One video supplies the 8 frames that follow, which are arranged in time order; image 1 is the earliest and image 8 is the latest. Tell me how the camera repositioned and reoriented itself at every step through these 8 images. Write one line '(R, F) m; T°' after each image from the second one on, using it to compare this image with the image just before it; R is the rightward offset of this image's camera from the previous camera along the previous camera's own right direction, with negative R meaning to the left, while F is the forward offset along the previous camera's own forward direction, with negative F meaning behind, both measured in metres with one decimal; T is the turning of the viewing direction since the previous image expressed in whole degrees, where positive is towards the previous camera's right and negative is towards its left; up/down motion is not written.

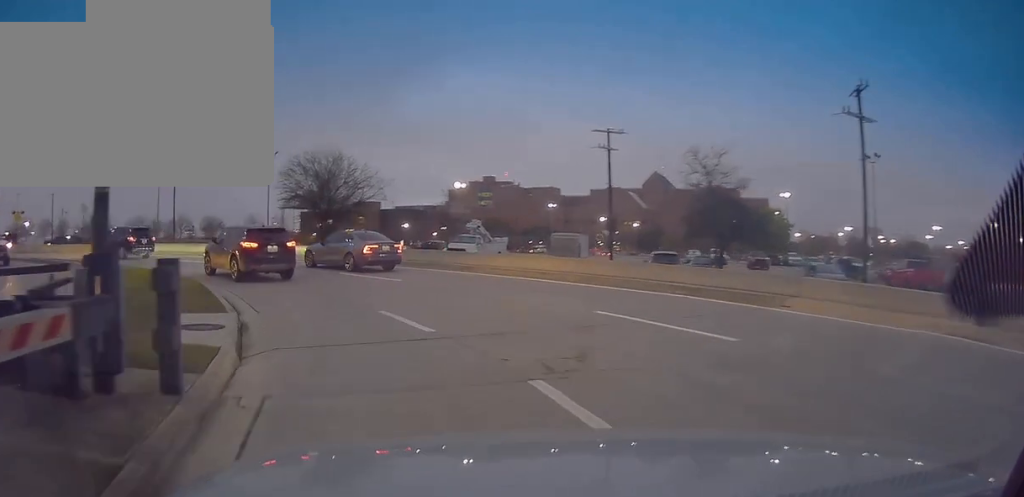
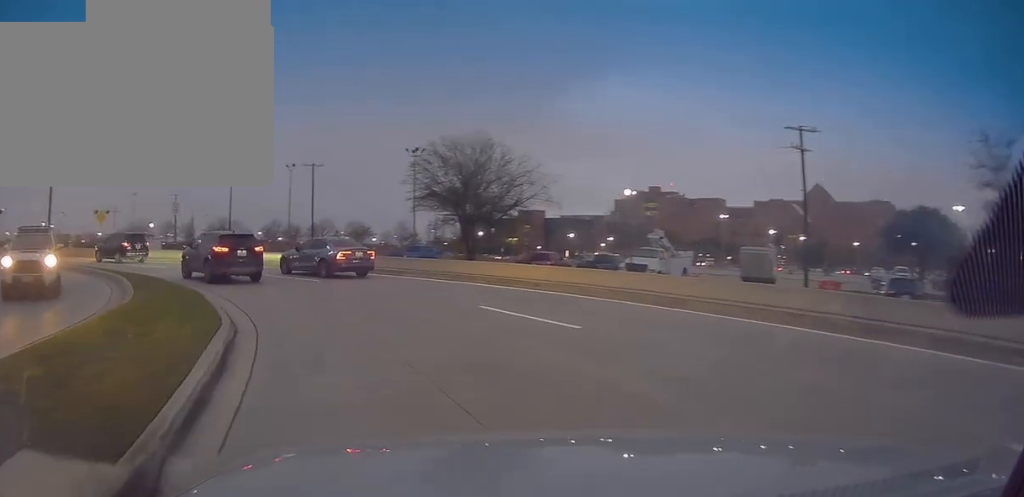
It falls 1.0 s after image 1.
(-2.5, +7.8) m; -18°
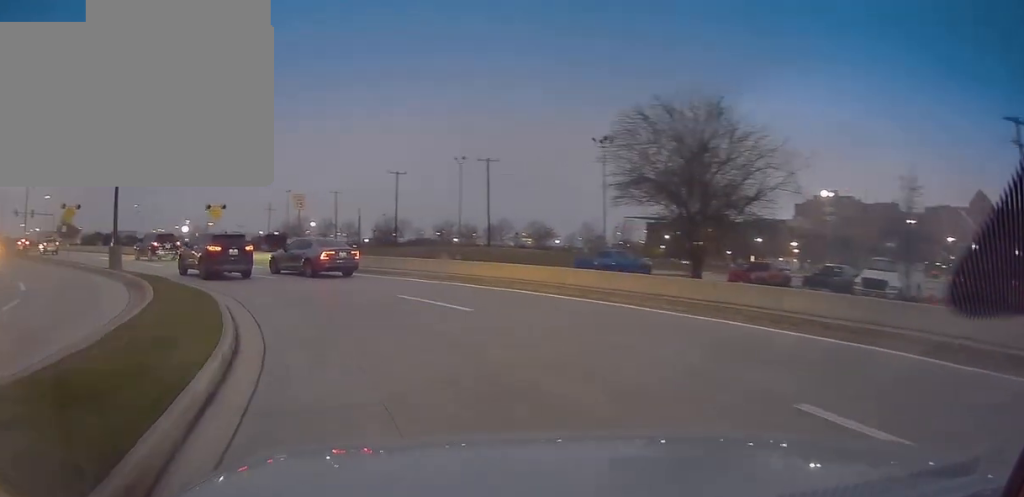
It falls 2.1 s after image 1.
(-0.1, +8.5) m; -3°
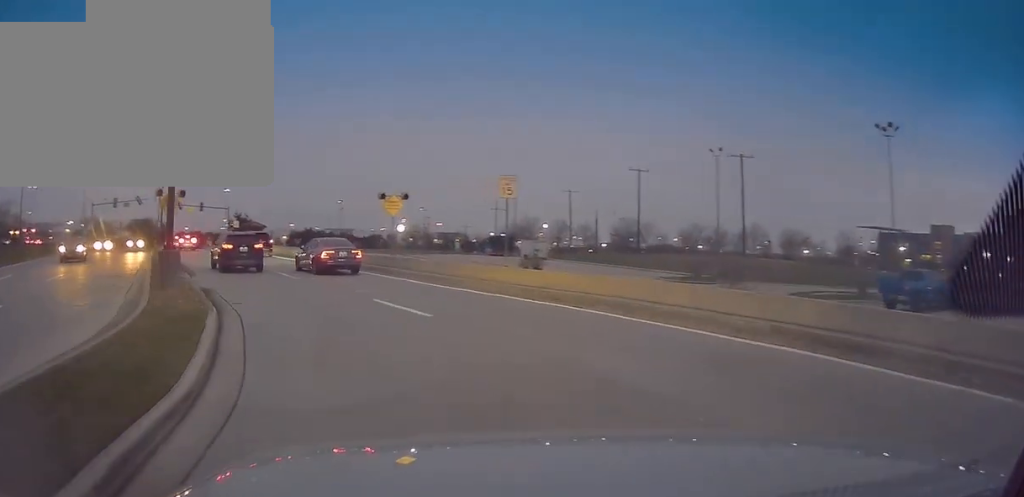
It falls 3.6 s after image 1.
(-2.6, +10.7) m; -30°
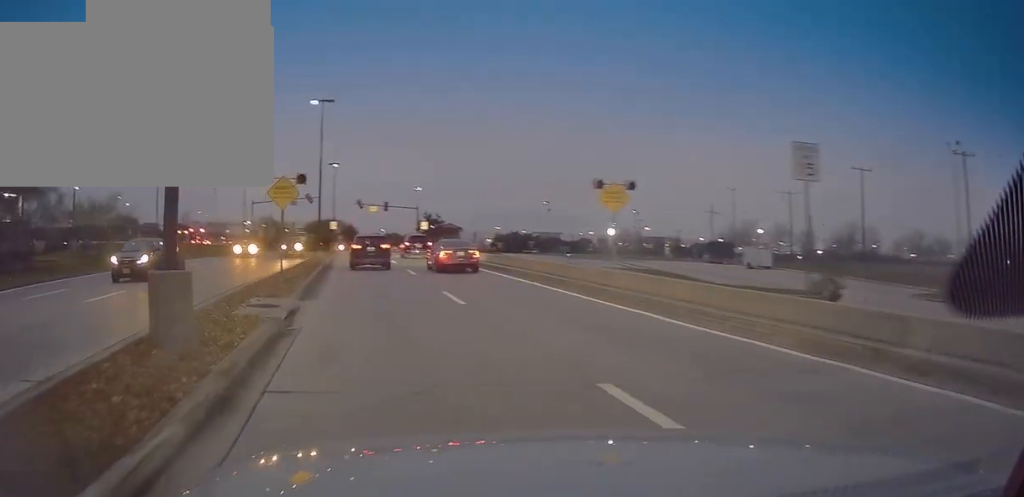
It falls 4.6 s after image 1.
(-1.3, +8.5) m; -9°
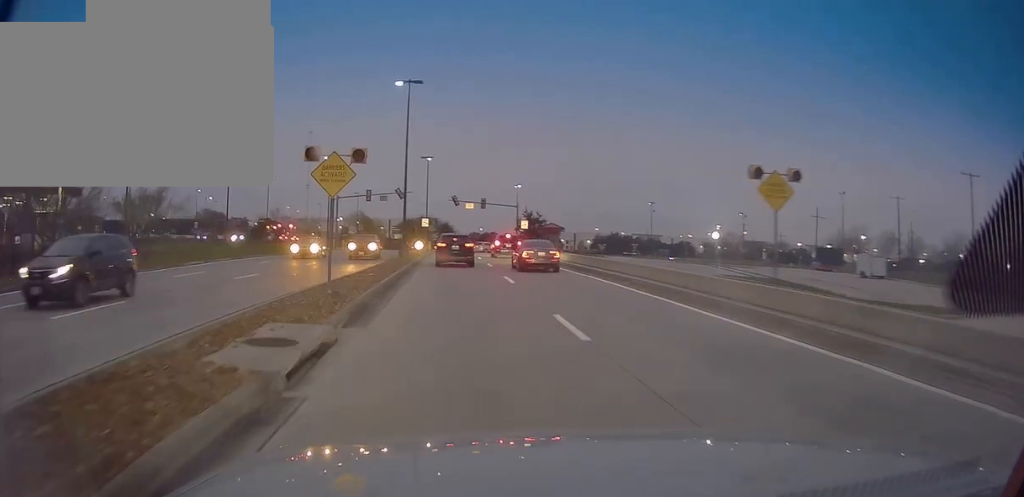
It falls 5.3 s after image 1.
(0.0, +5.2) m; 0°
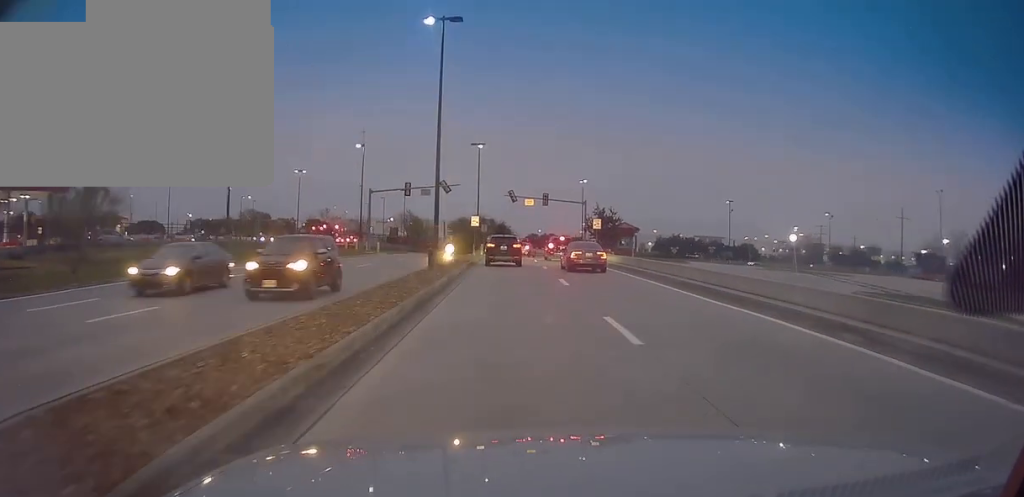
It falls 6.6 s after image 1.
(0.0, +11.2) m; -7°
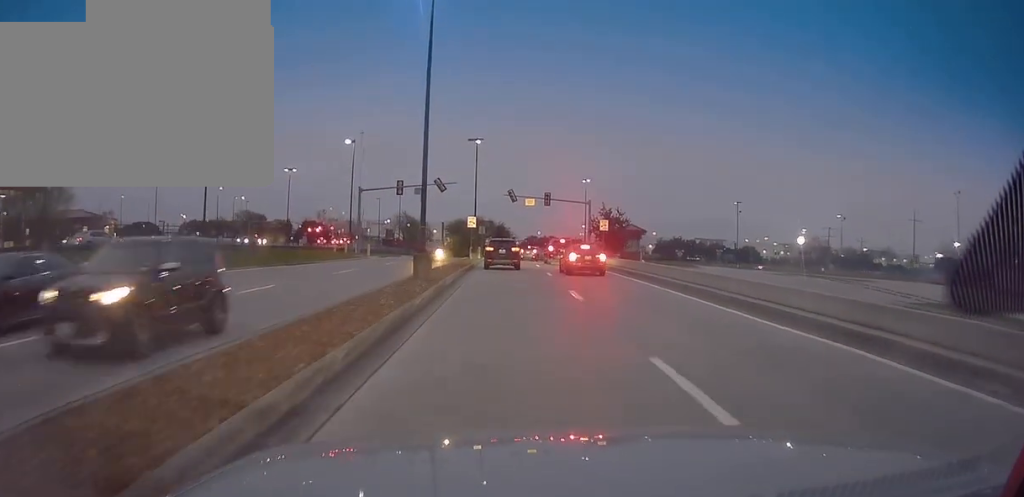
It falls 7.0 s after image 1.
(+0.4, +3.6) m; -4°
